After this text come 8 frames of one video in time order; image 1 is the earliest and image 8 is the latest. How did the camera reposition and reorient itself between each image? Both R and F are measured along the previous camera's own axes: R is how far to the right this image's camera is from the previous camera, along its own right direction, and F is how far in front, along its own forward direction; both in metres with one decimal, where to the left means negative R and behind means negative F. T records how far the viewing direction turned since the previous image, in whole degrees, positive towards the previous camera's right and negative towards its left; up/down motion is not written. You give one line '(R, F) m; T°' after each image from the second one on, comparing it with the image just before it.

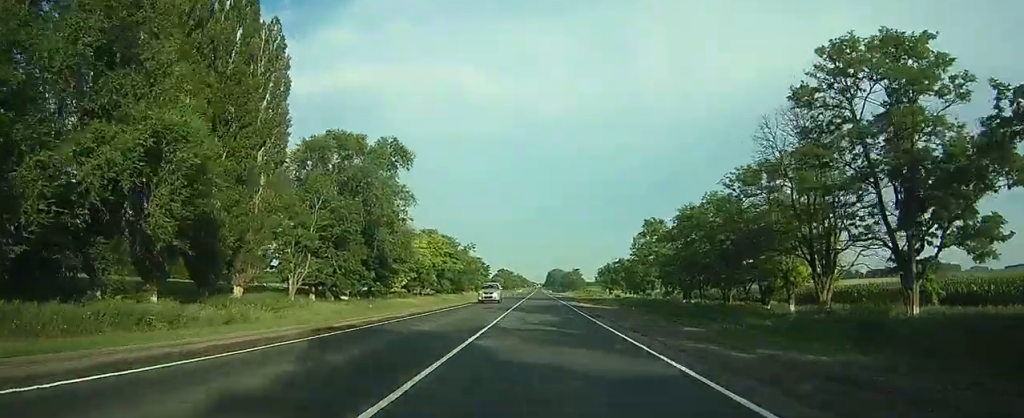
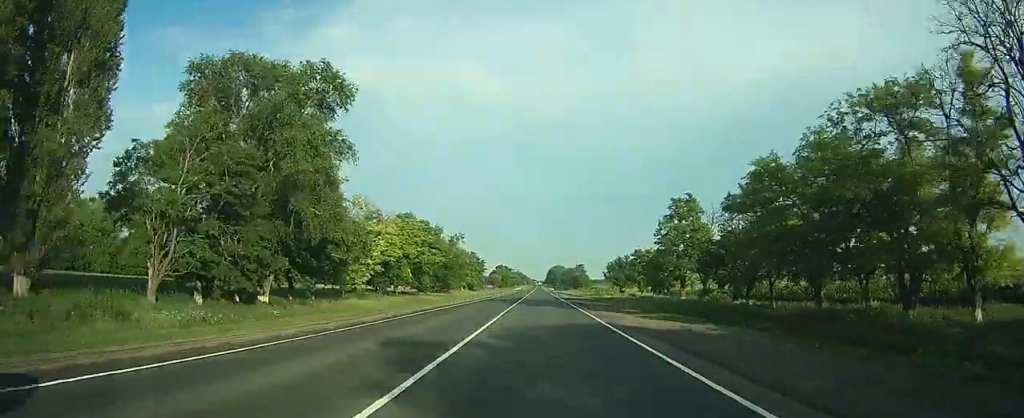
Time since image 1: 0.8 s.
(+0.1, +24.1) m; 0°
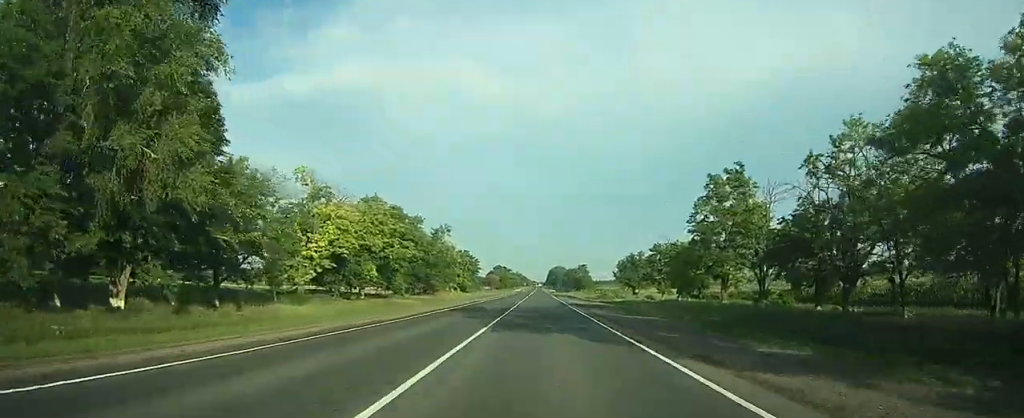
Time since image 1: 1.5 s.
(-0.1, +21.2) m; 0°
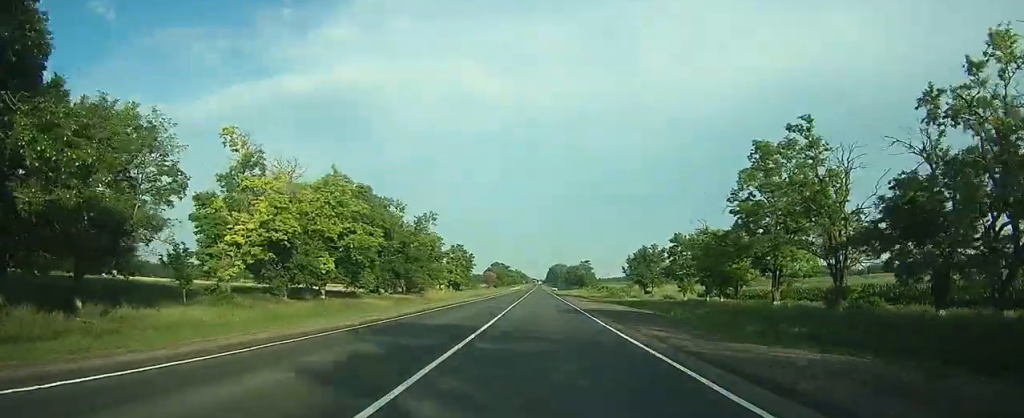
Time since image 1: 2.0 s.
(0.0, +16.2) m; 0°
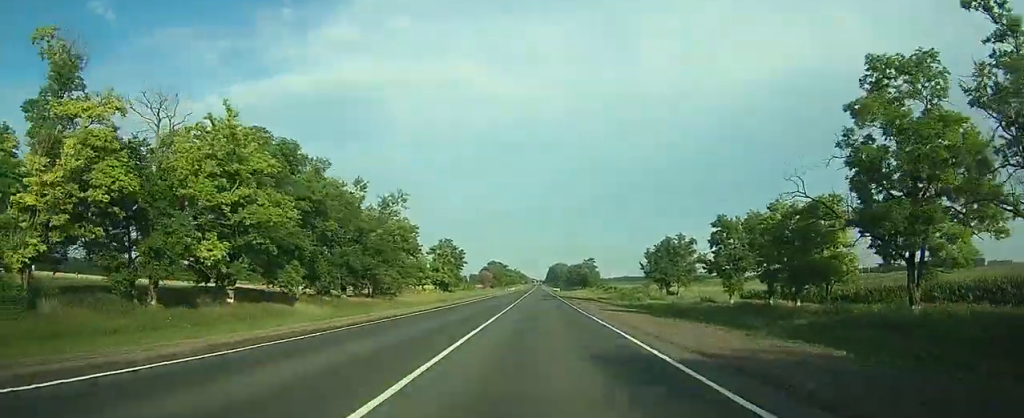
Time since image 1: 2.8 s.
(0.0, +22.3) m; 0°
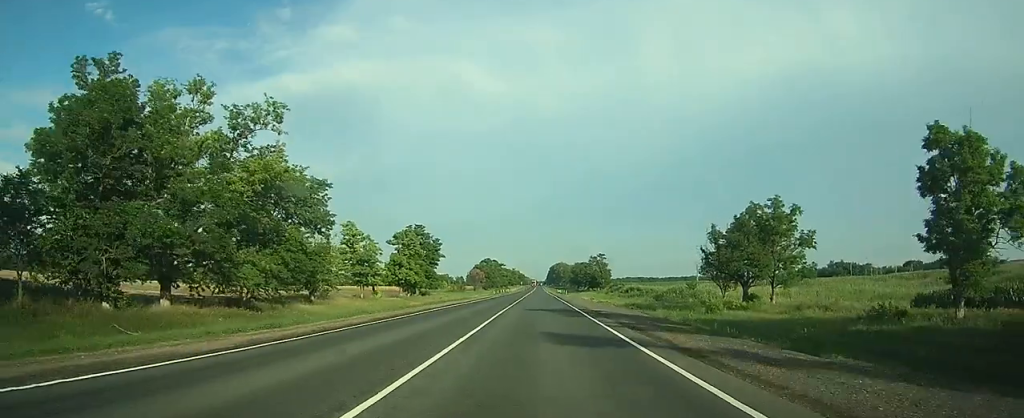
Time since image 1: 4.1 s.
(0.0, +39.7) m; 0°
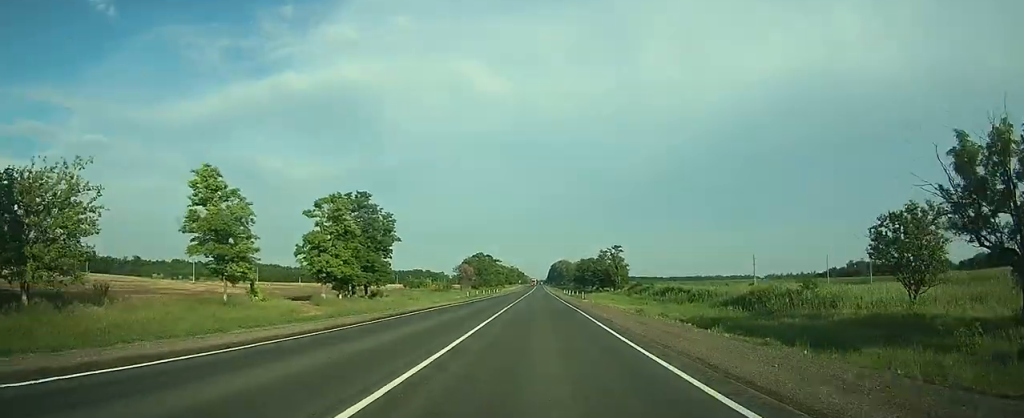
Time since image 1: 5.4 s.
(0.0, +40.8) m; 0°
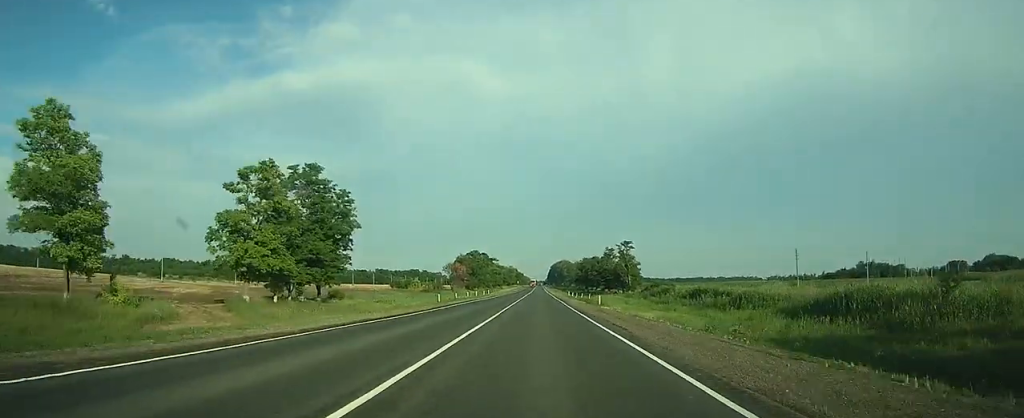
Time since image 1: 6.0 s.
(0.0, +19.4) m; 0°
